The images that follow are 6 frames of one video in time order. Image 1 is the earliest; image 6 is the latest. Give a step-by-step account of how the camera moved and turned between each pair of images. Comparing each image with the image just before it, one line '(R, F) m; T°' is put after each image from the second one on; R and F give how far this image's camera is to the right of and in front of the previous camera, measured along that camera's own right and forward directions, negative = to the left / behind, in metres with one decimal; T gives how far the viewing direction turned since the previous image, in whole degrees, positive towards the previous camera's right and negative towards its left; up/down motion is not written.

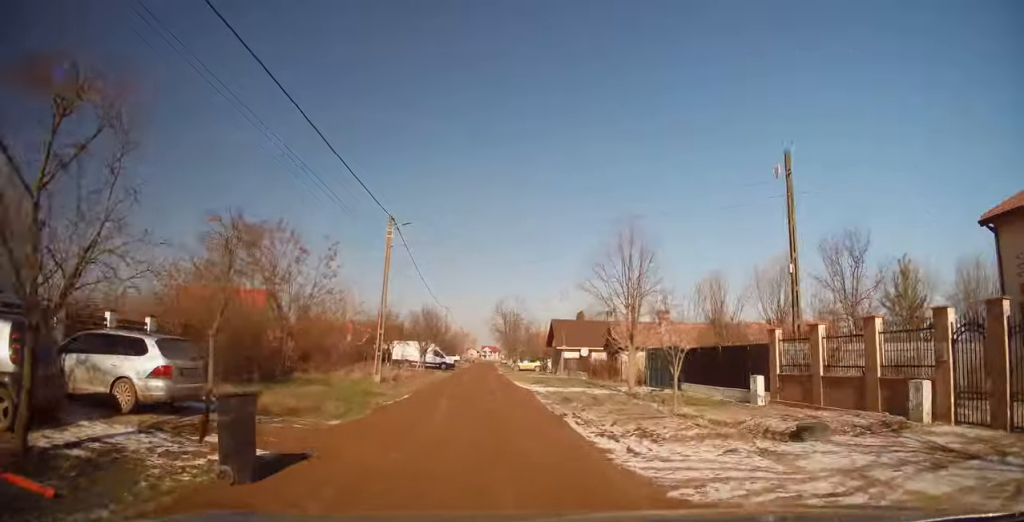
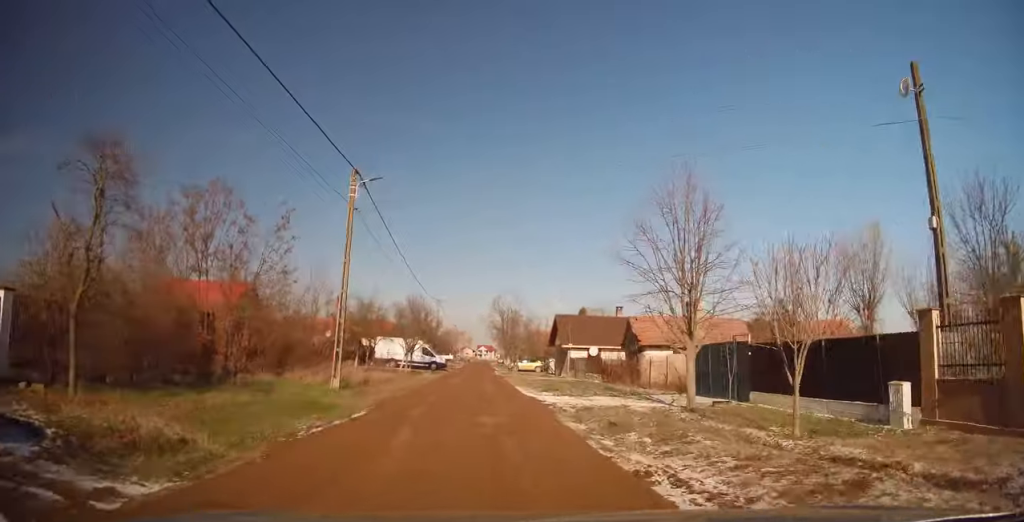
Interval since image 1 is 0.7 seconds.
(-0.2, +5.9) m; 0°
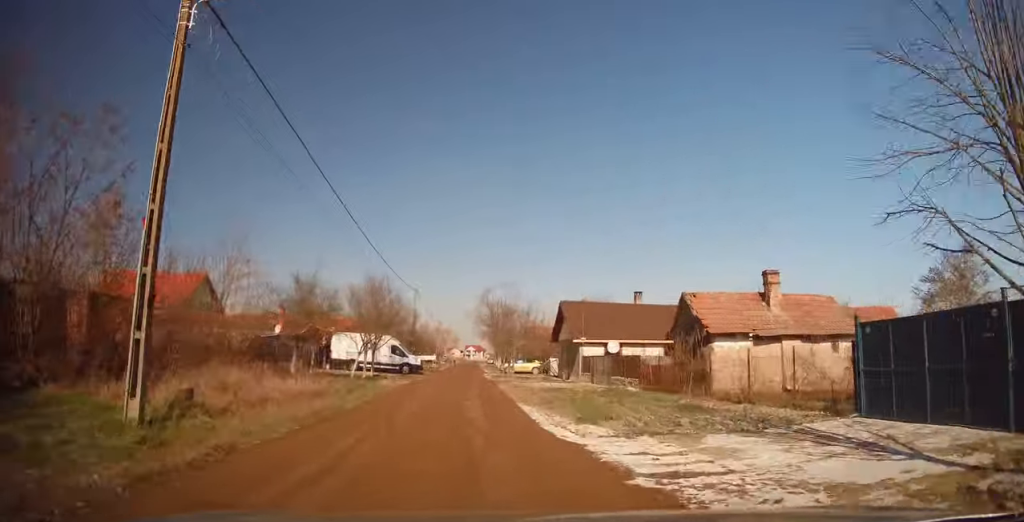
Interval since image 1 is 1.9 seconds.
(+0.1, +10.5) m; +2°
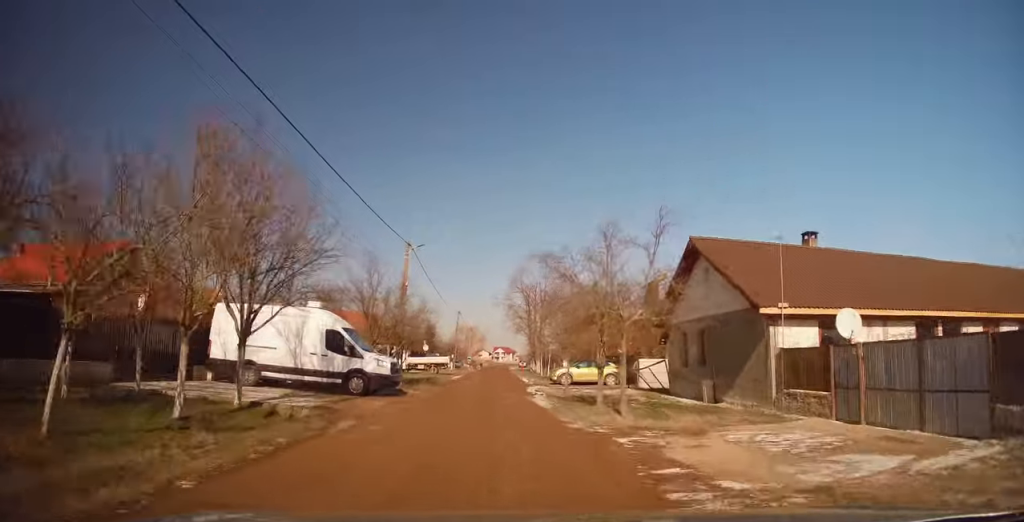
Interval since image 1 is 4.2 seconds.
(-0.6, +21.7) m; -2°
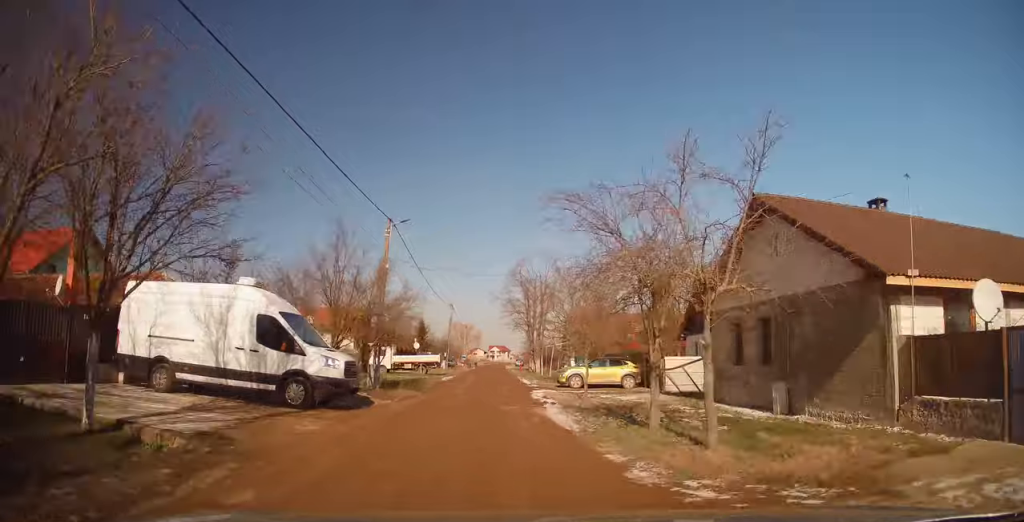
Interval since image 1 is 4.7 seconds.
(+0.2, +5.0) m; 0°
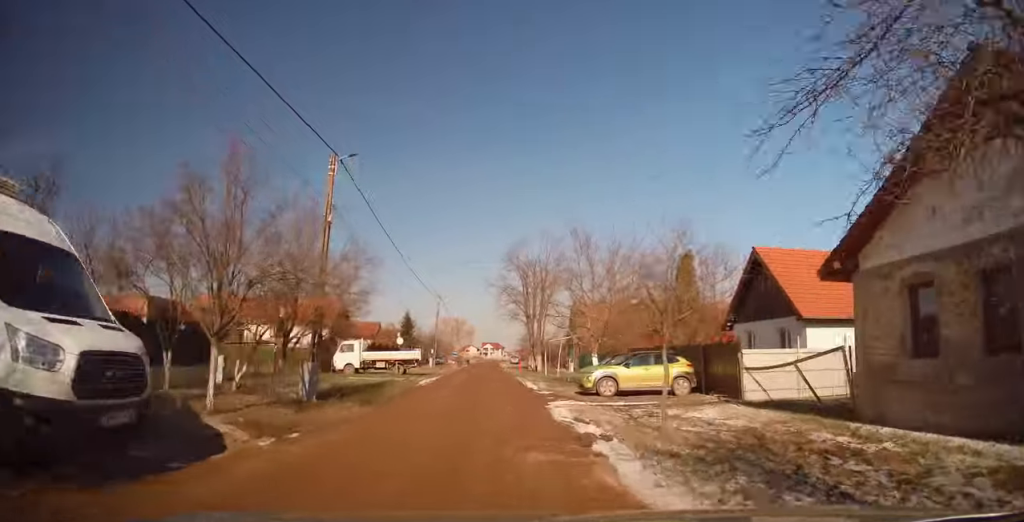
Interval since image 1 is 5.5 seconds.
(0.0, +8.1) m; 0°
